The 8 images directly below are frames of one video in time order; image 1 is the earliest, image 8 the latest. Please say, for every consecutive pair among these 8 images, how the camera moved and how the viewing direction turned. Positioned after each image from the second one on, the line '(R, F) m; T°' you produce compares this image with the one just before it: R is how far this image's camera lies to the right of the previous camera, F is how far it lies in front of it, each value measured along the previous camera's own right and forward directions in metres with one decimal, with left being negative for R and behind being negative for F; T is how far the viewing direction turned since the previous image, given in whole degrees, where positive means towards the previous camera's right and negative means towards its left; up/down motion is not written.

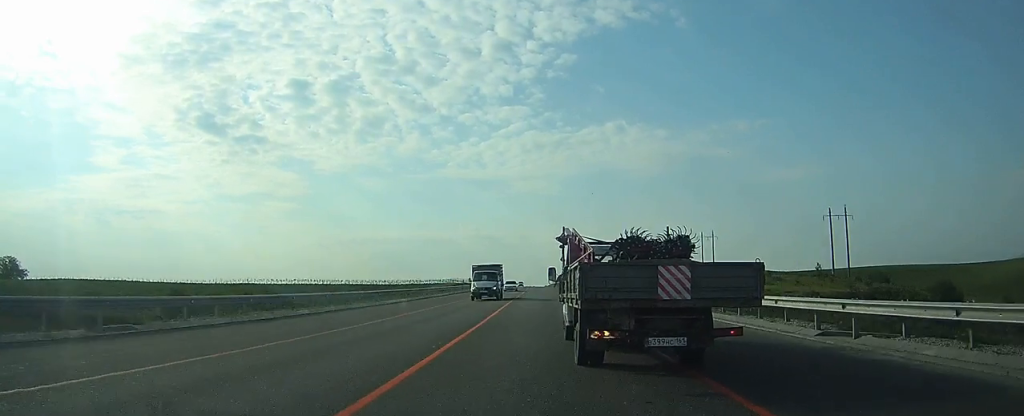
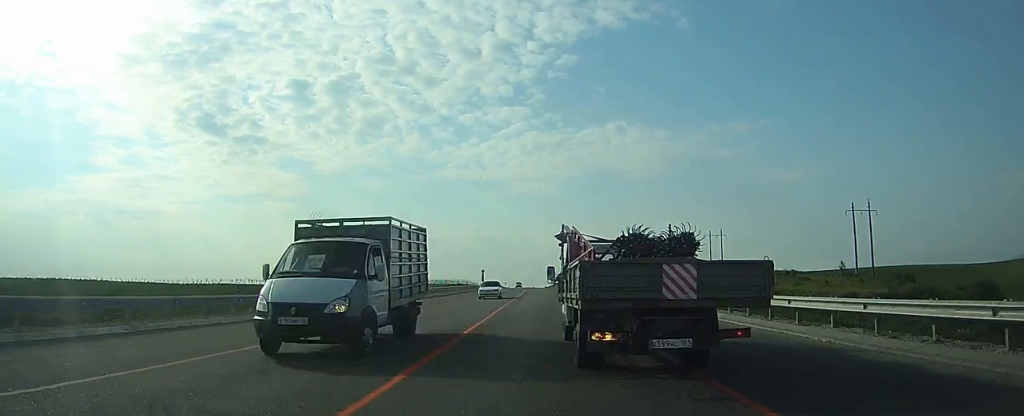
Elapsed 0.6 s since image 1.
(-0.1, +12.9) m; 0°
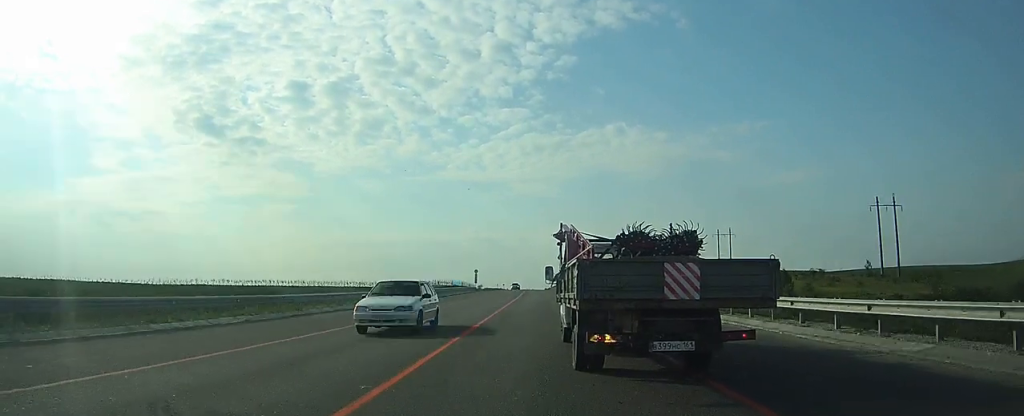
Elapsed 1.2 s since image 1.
(0.0, +12.2) m; 0°
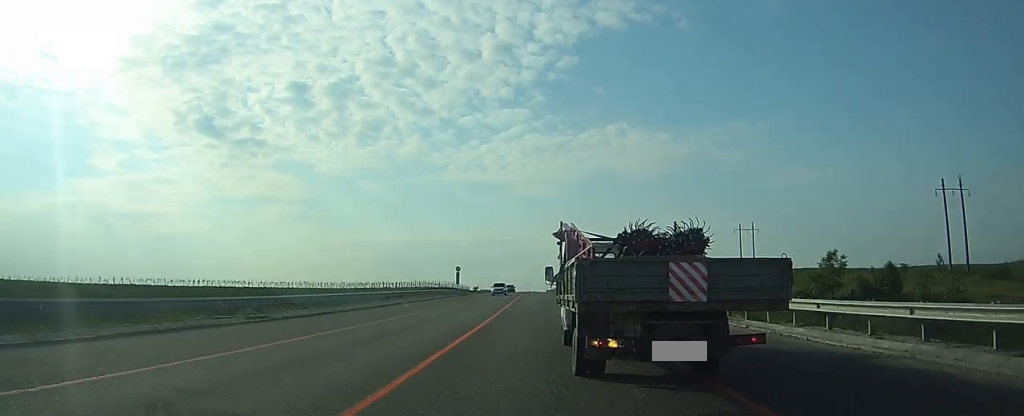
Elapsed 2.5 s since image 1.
(+0.1, +25.5) m; 0°
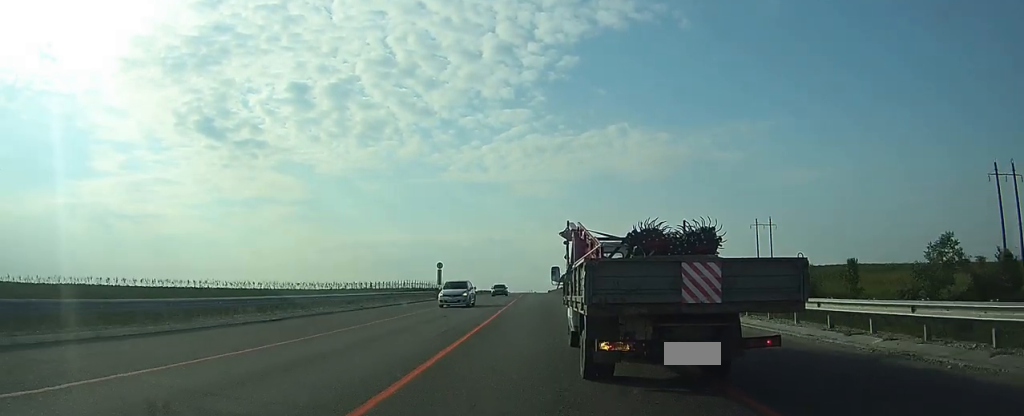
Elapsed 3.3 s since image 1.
(0.0, +16.0) m; 0°
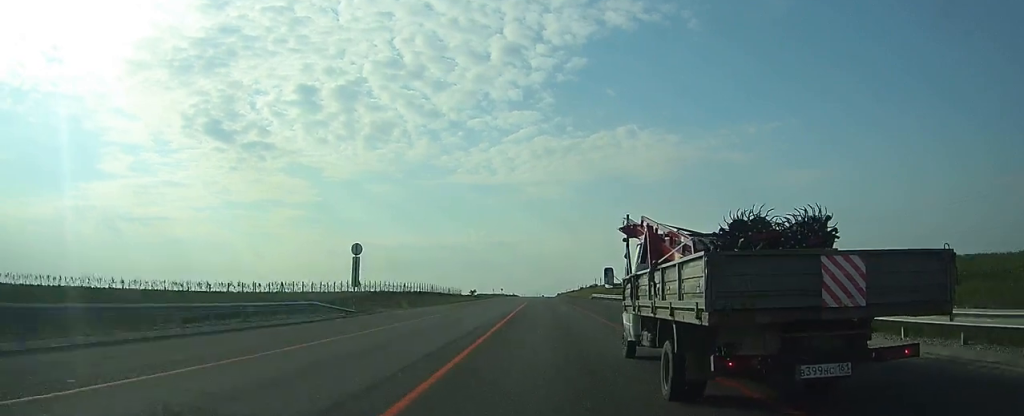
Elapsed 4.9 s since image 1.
(-0.3, +32.4) m; -1°
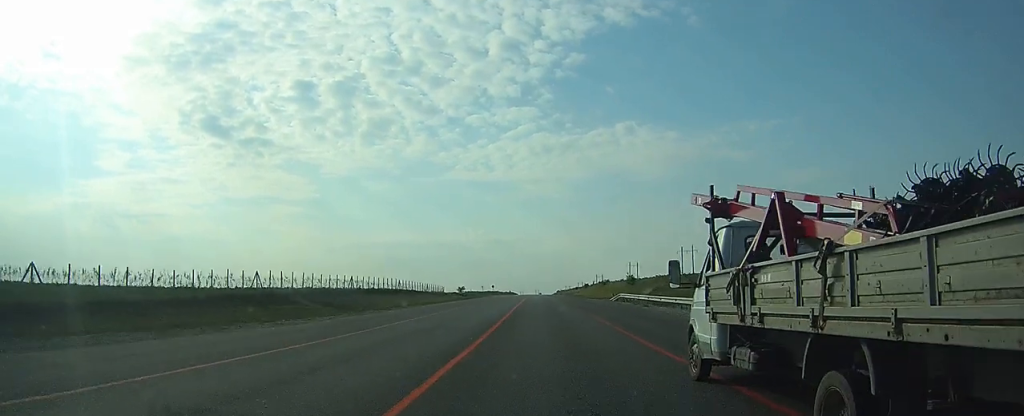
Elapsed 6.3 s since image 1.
(0.0, +28.7) m; 0°
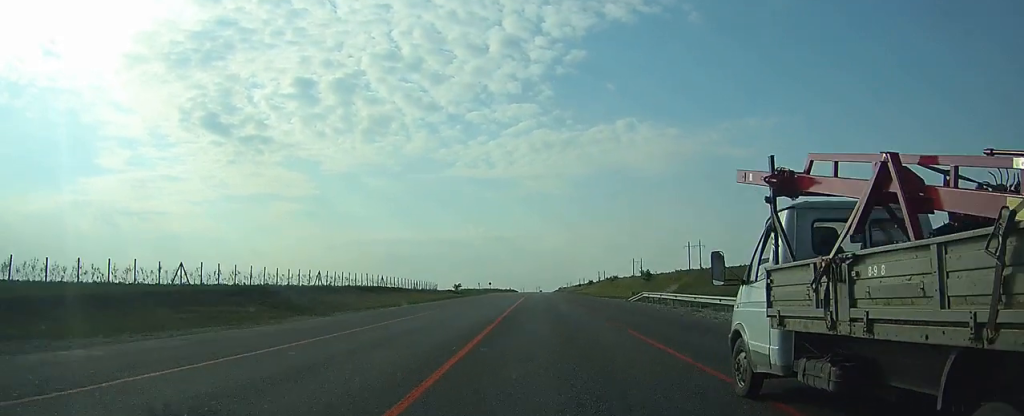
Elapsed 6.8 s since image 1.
(0.0, +11.4) m; 0°
